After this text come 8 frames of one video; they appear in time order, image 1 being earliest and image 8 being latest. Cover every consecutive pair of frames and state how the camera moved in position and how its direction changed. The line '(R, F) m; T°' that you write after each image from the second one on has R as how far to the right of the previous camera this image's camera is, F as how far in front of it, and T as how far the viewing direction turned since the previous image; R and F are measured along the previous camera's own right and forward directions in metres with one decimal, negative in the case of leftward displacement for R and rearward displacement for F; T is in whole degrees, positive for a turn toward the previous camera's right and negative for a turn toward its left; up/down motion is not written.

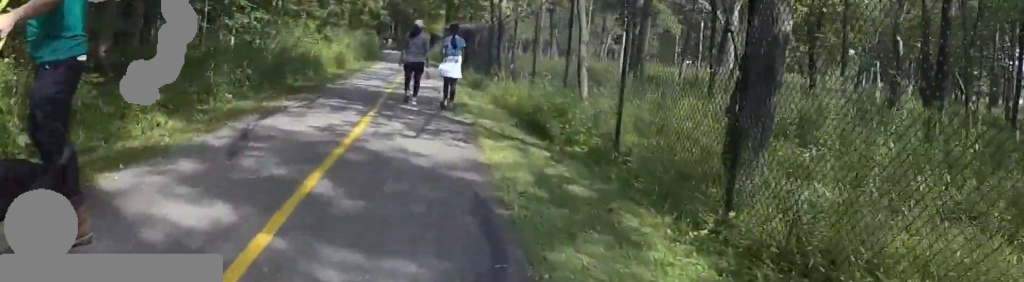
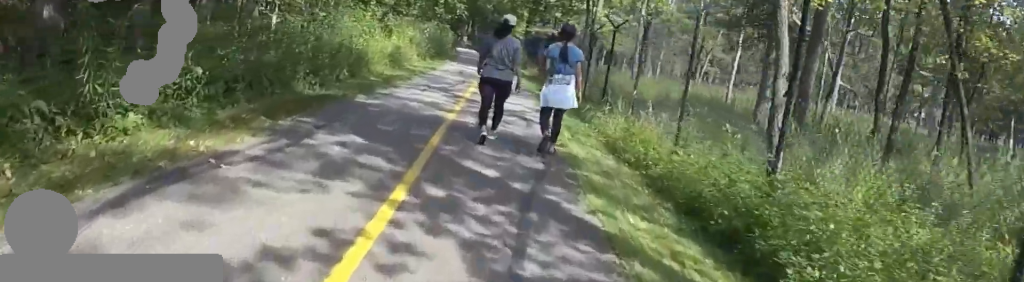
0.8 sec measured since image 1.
(+0.1, +5.4) m; +3°
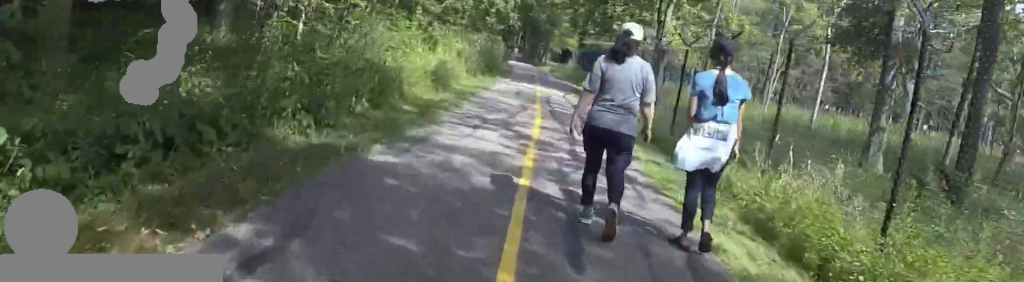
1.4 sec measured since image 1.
(-0.7, +3.7) m; +4°
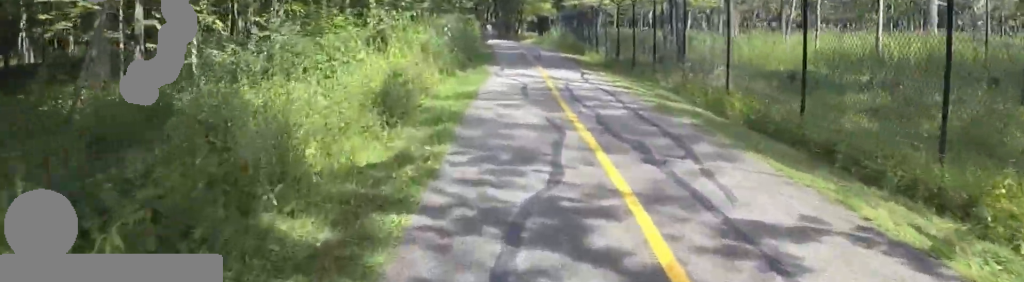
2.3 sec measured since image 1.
(+1.3, +5.8) m; +21°
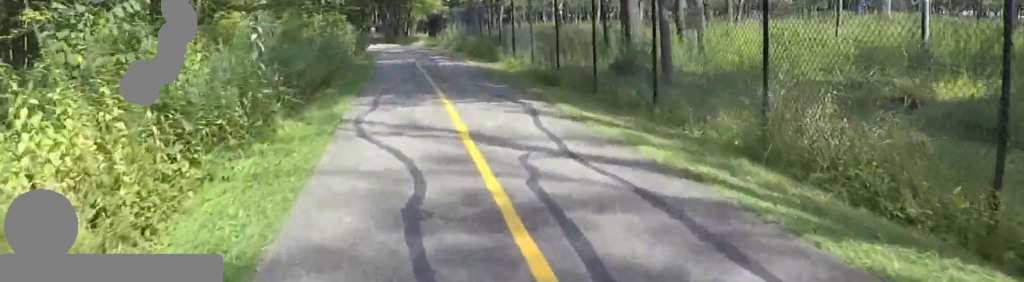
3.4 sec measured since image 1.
(+1.5, +7.3) m; +15°
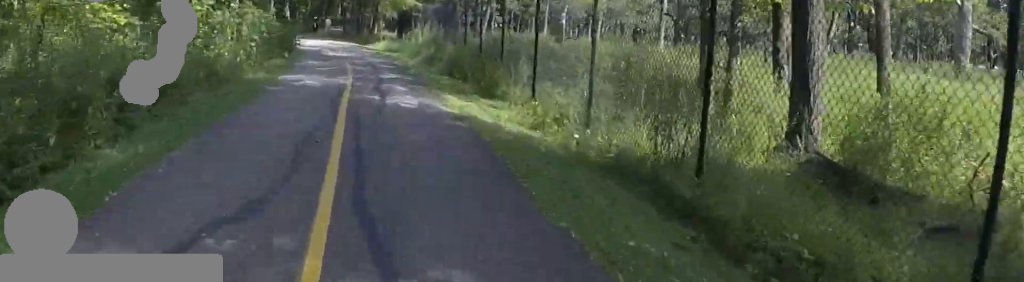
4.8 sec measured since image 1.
(-0.9, +9.0) m; -10°
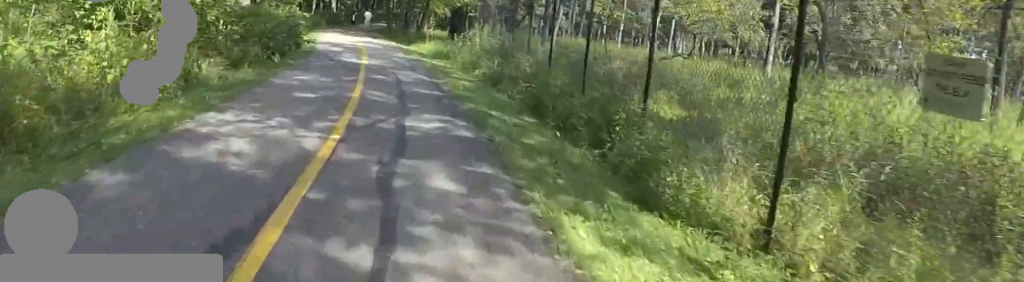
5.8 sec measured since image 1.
(-0.3, +6.6) m; +1°
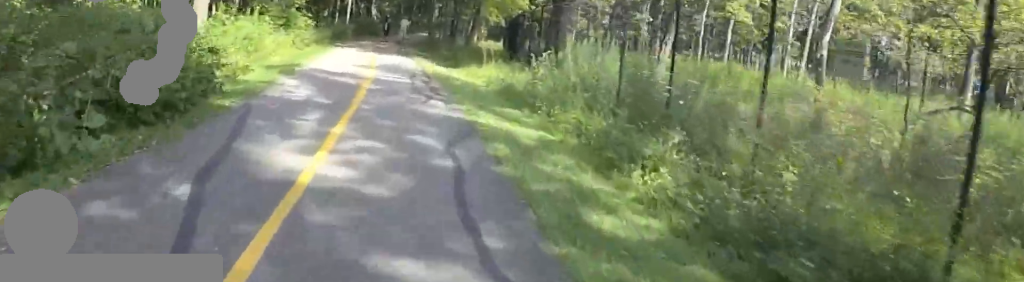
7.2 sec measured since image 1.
(-0.2, +9.5) m; -1°
